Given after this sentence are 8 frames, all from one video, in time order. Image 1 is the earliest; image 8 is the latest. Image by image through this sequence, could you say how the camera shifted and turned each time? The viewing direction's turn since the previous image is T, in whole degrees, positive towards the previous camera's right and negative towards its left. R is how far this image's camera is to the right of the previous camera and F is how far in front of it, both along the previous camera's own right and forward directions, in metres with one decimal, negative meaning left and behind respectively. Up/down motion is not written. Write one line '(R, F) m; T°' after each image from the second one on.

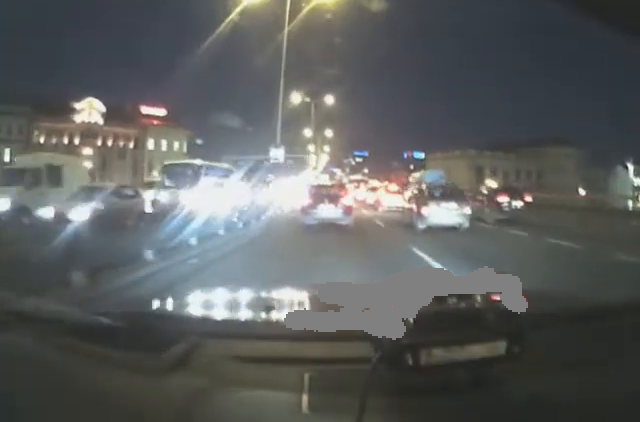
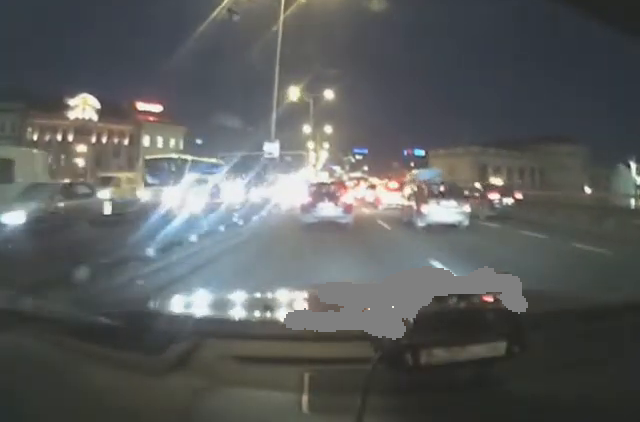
(0.0, +3.1) m; 0°
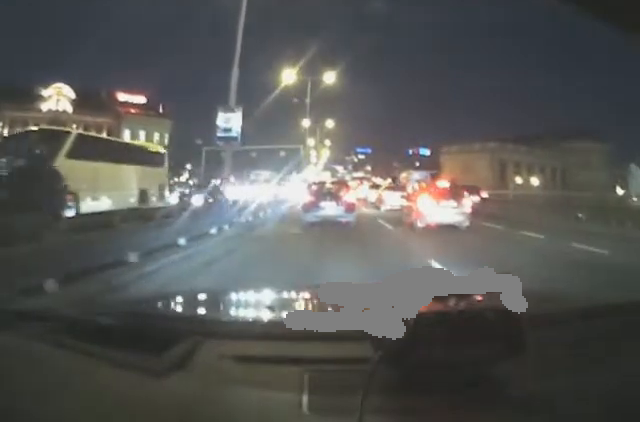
(0.0, +10.8) m; 0°
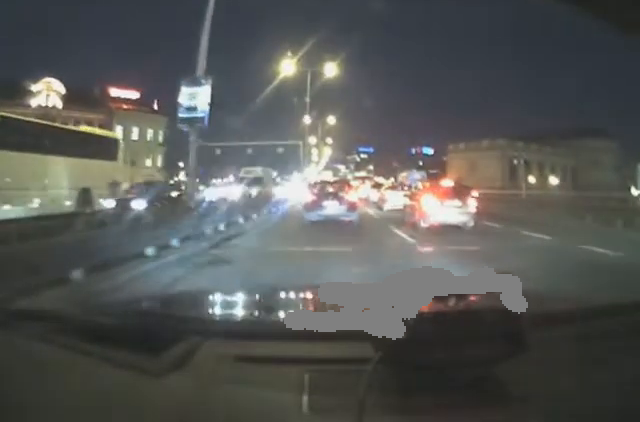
(0.0, +3.8) m; 0°
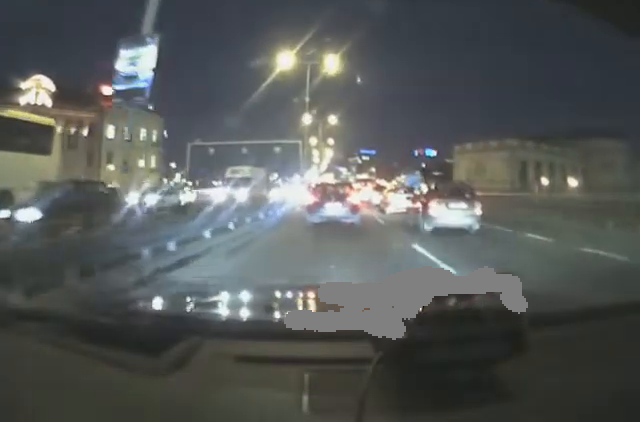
(0.0, +3.1) m; 0°
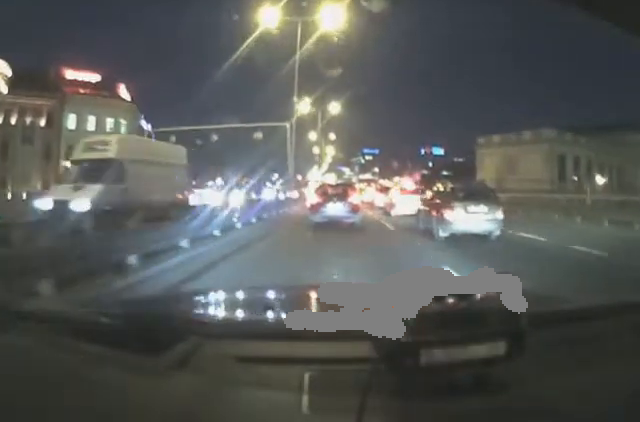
(-0.1, +9.3) m; -1°
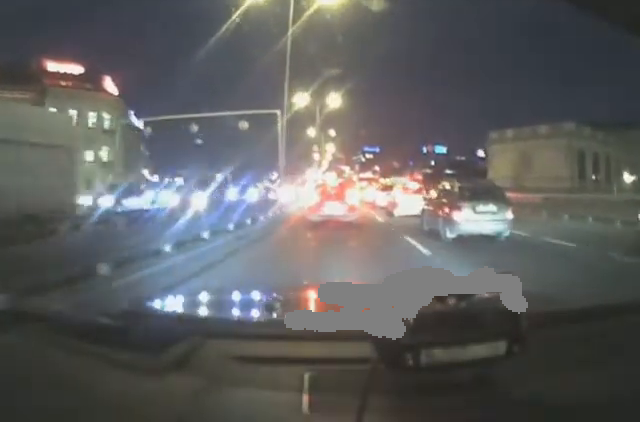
(0.0, +5.6) m; 0°
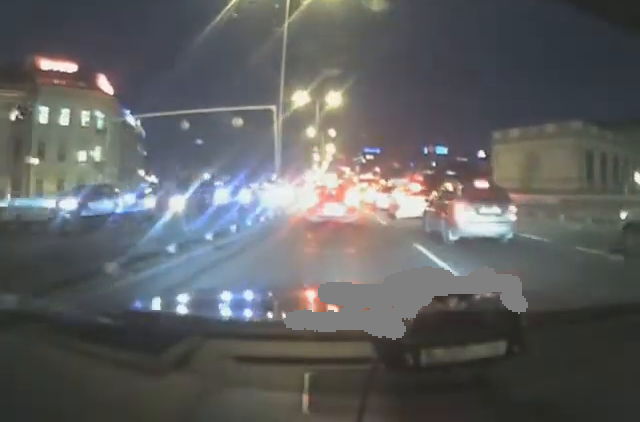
(0.0, +3.0) m; 0°
